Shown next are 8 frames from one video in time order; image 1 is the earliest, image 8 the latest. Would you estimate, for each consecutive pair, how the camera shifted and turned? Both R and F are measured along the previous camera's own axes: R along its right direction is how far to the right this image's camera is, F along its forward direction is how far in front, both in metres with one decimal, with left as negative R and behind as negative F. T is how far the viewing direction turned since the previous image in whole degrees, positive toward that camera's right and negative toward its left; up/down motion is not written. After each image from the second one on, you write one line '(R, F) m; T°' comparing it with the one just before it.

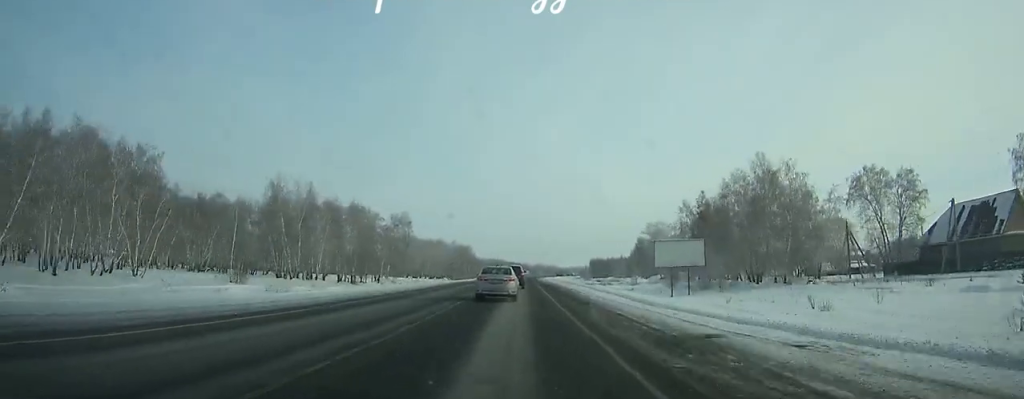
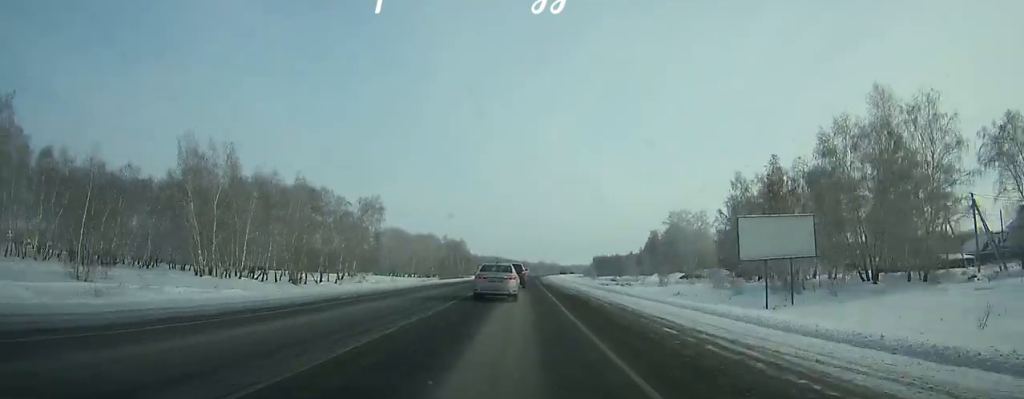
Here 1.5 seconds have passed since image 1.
(0.0, +28.3) m; 0°
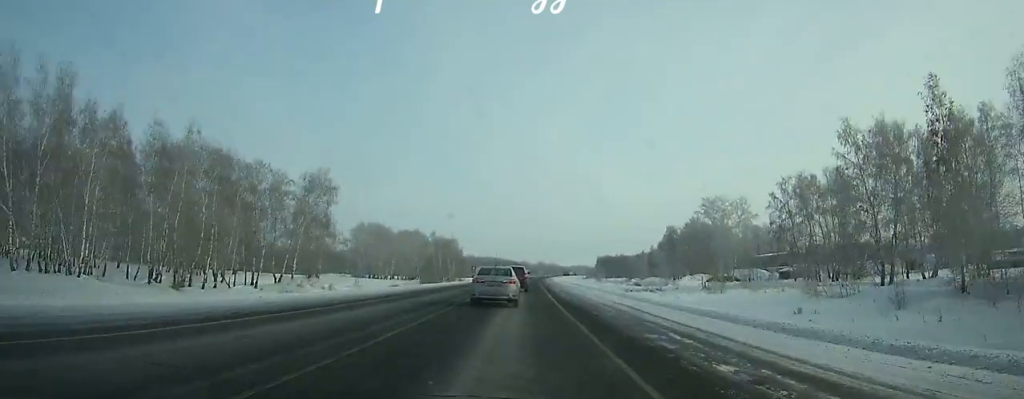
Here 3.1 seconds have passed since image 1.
(0.0, +30.1) m; 0°
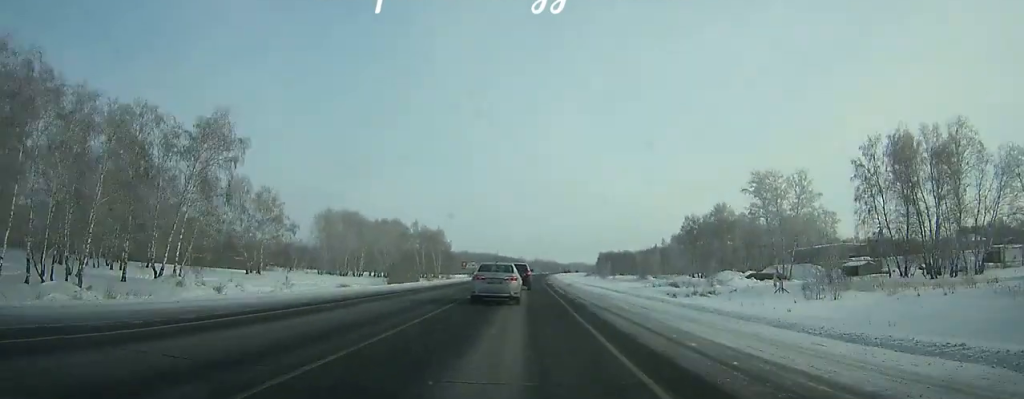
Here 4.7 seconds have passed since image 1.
(+0.2, +30.0) m; +1°
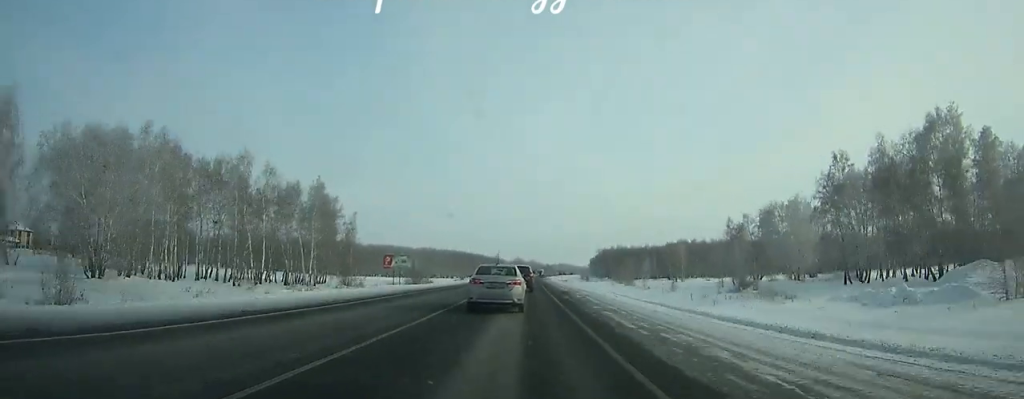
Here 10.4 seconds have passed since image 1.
(+1.6, +105.4) m; +2°
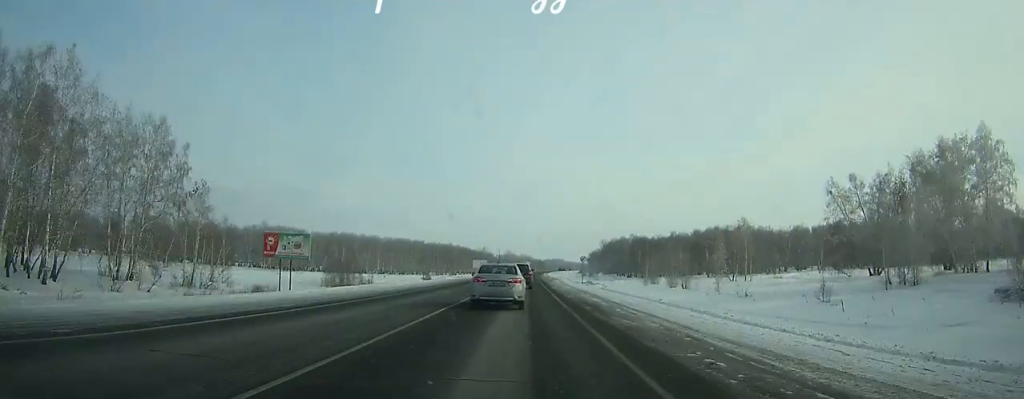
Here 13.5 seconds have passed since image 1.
(+0.5, +57.9) m; +1°
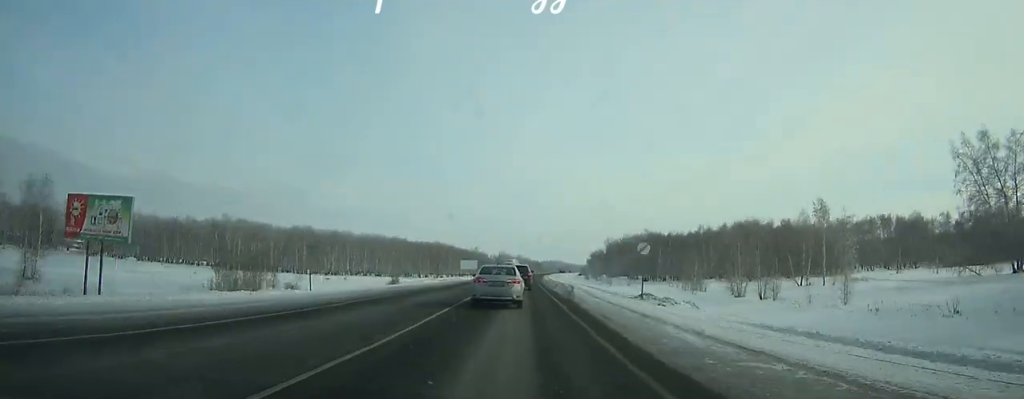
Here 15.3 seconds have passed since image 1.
(+0.1, +34.5) m; 0°
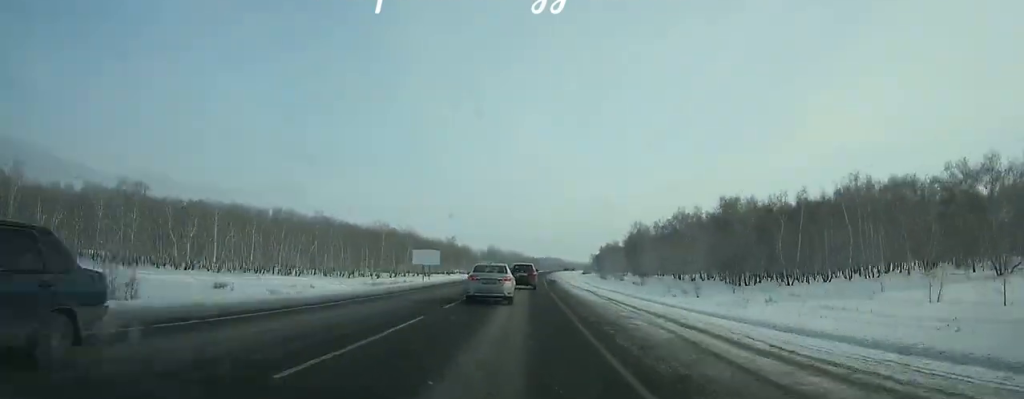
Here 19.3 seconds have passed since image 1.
(+0.6, +81.2) m; +1°
